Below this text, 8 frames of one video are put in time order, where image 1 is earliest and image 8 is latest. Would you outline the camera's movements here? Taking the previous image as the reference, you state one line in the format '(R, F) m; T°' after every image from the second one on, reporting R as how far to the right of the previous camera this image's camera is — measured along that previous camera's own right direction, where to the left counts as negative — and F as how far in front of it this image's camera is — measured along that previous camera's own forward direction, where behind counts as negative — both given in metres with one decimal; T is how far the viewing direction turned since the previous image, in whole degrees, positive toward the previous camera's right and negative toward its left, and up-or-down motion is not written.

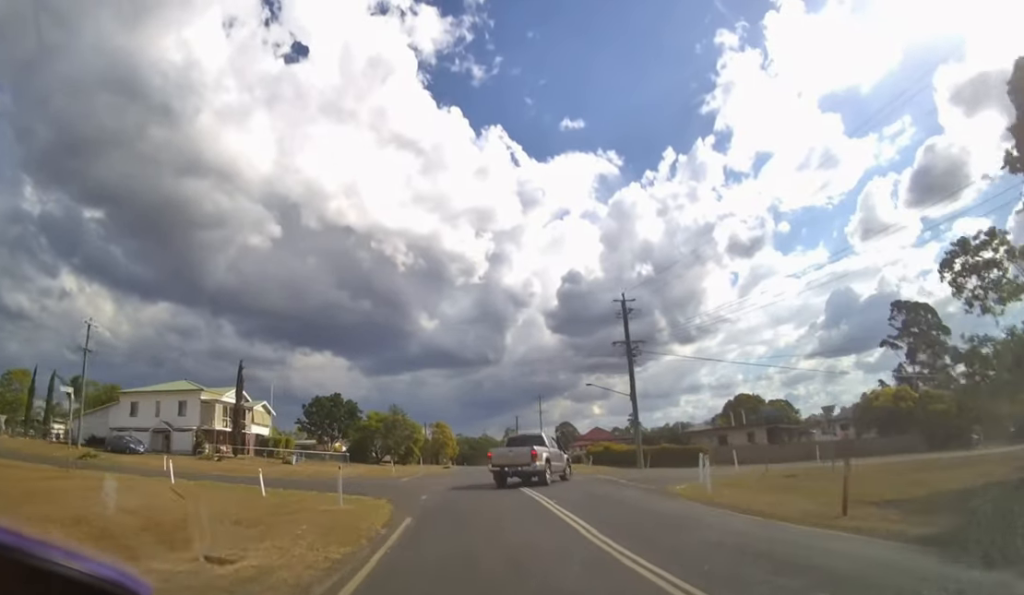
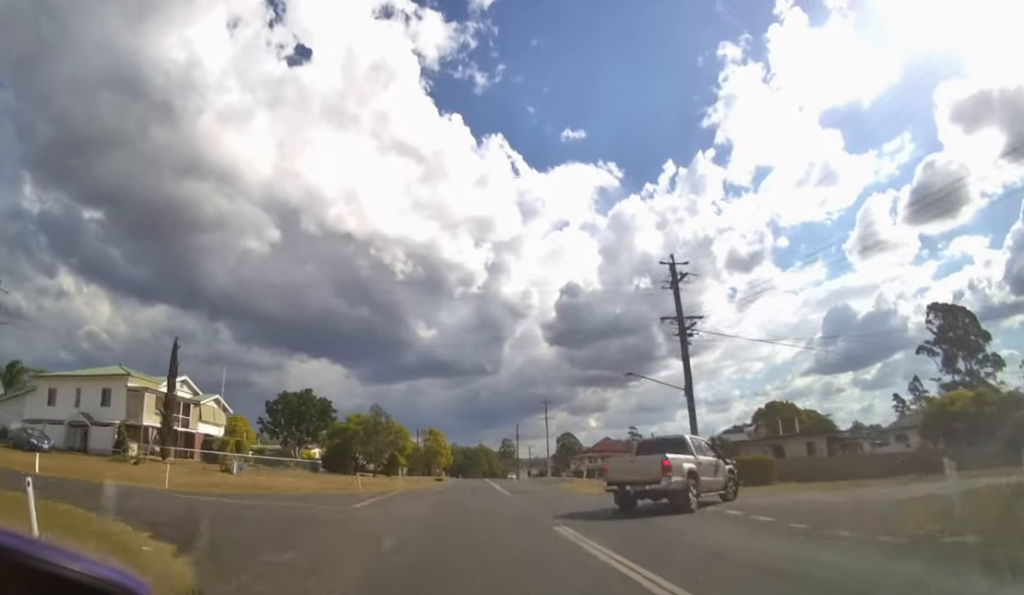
(0.0, +11.0) m; 0°
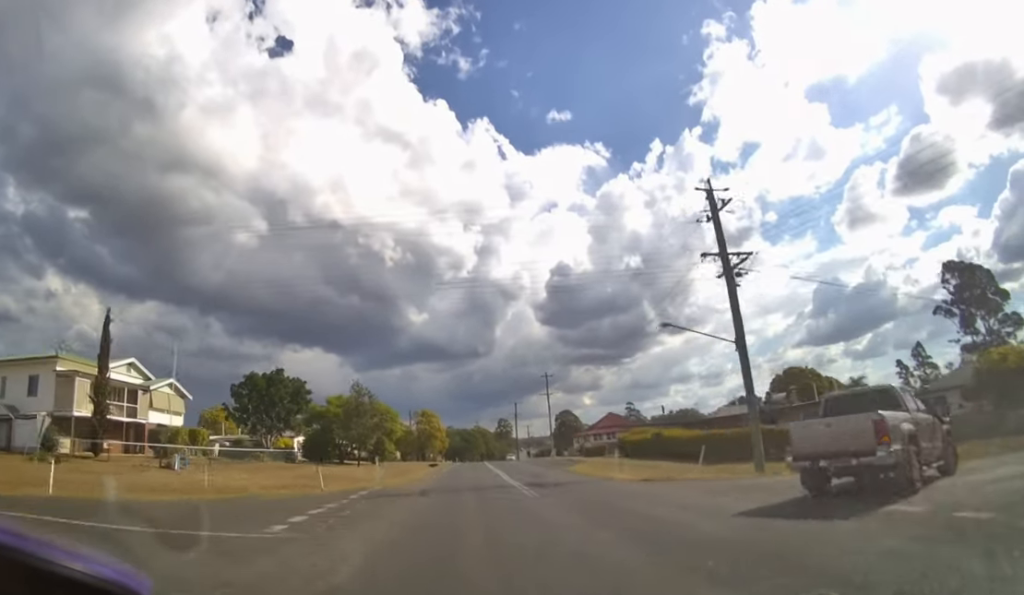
(0.0, +7.5) m; 0°
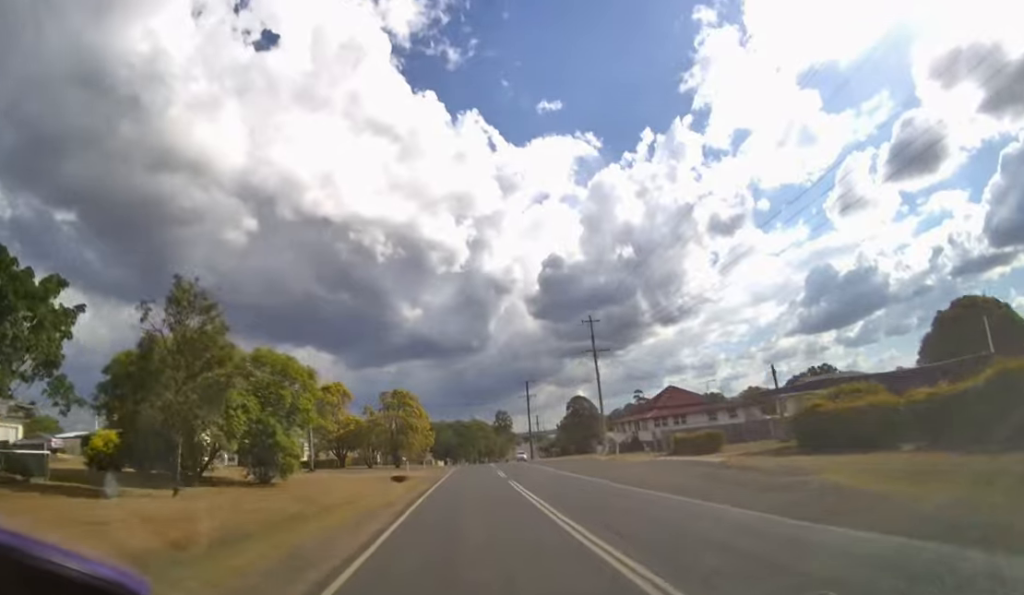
(+0.2, +29.6) m; +1°
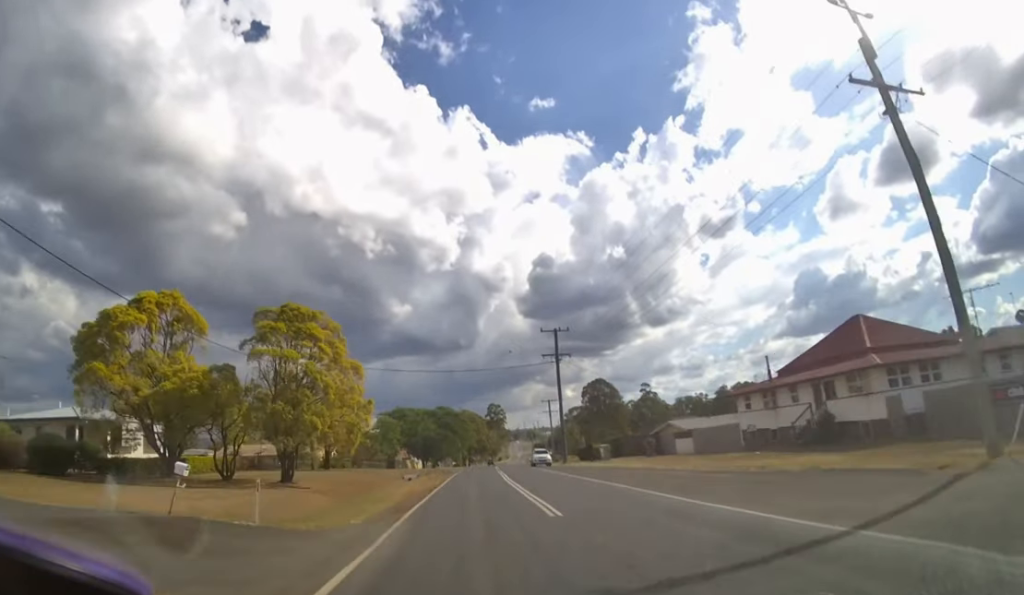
(+0.5, +30.1) m; +2°
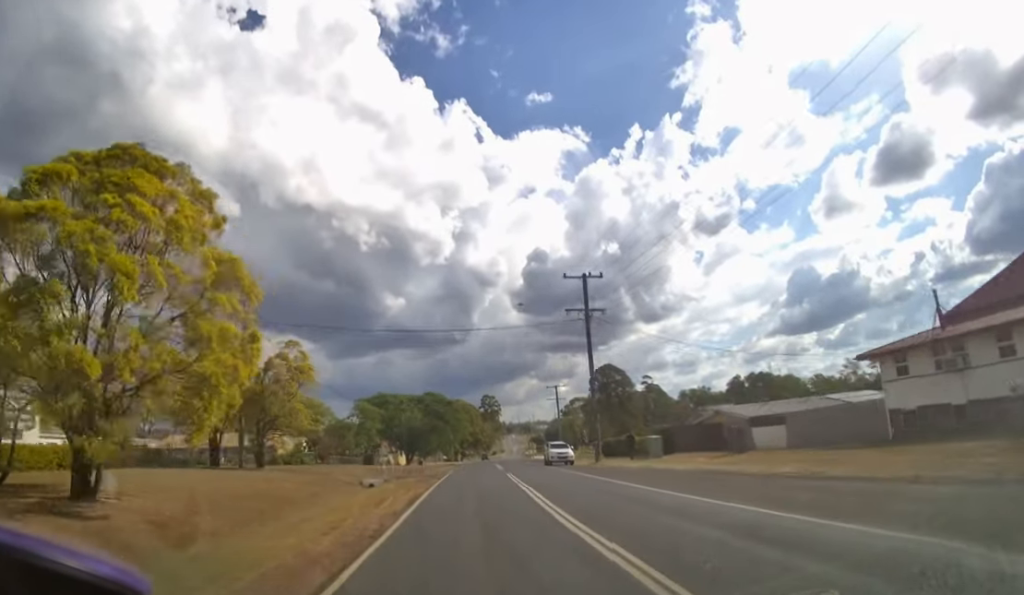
(+0.1, +11.1) m; +1°
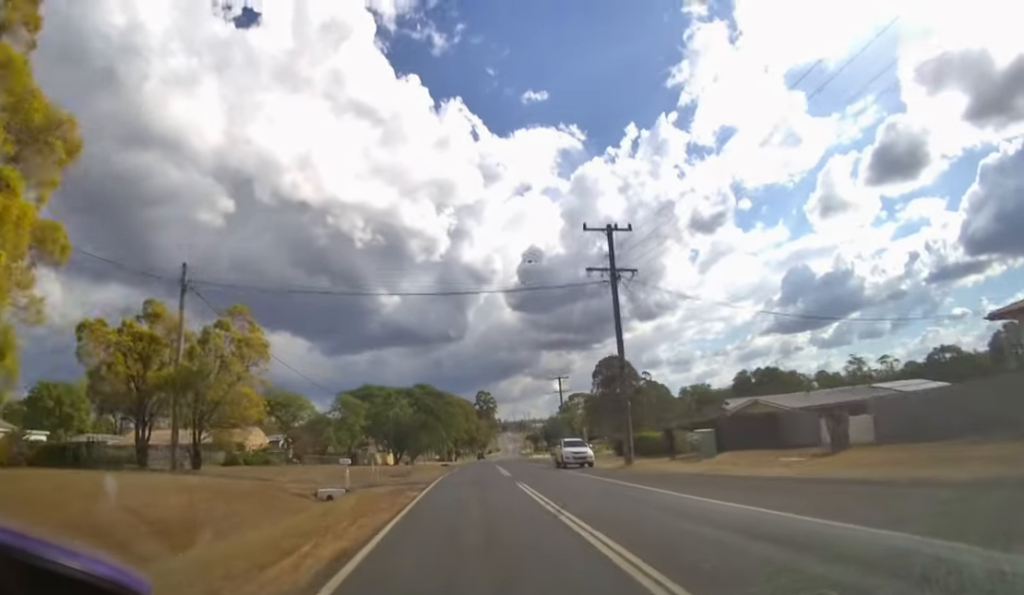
(0.0, +5.8) m; 0°
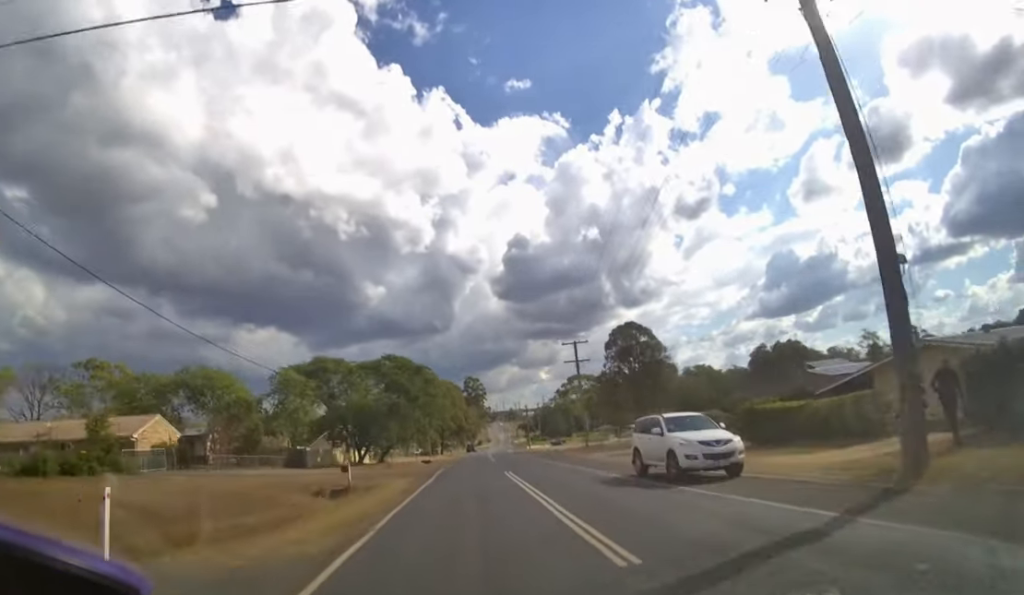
(+0.1, +15.8) m; +1°
